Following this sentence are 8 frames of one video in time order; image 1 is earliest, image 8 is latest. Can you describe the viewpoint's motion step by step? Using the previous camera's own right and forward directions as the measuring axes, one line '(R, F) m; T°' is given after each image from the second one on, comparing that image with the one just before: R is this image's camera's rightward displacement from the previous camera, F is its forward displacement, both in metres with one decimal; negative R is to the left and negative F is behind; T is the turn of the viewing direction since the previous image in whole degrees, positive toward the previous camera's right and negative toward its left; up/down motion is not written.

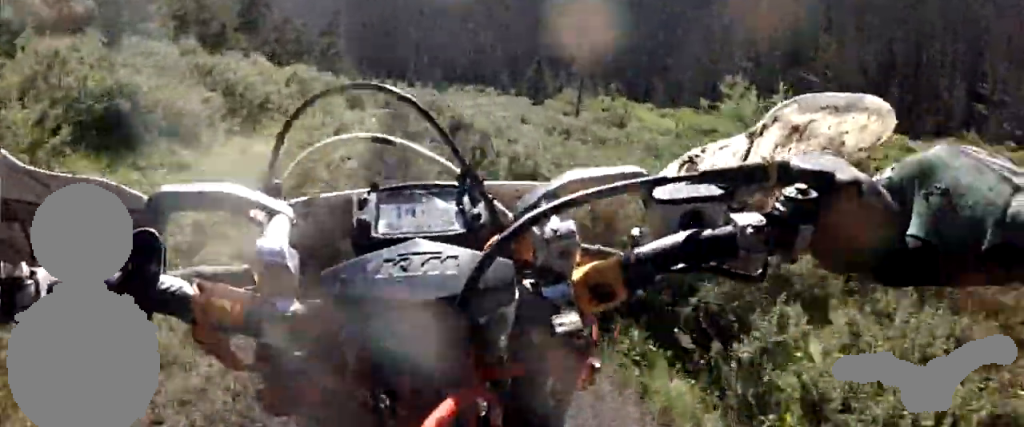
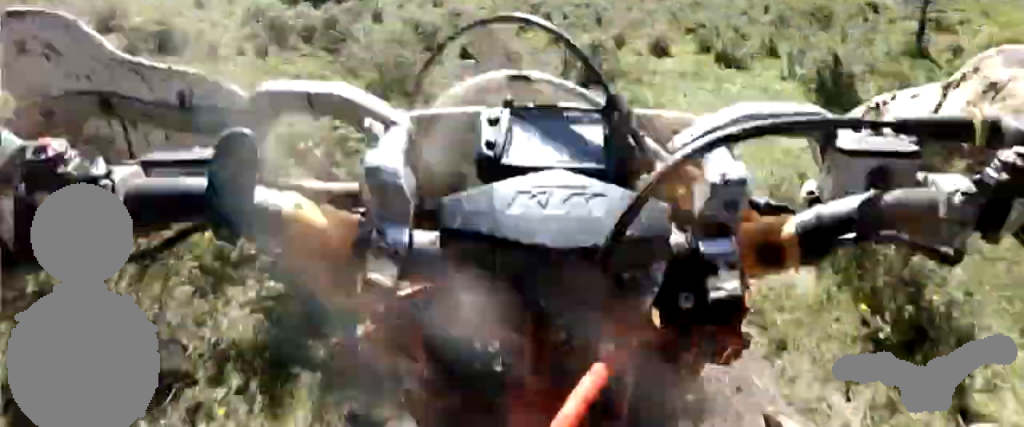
(+0.5, +18.2) m; +2°
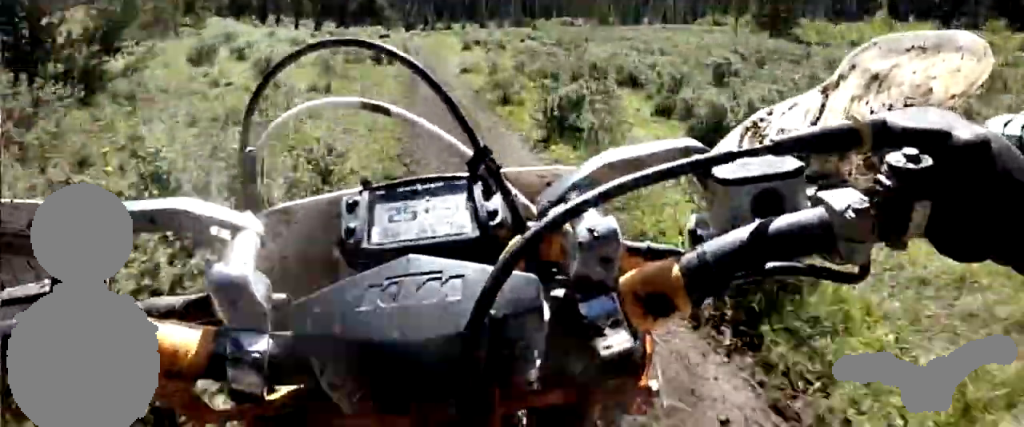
(0.0, +12.3) m; 0°
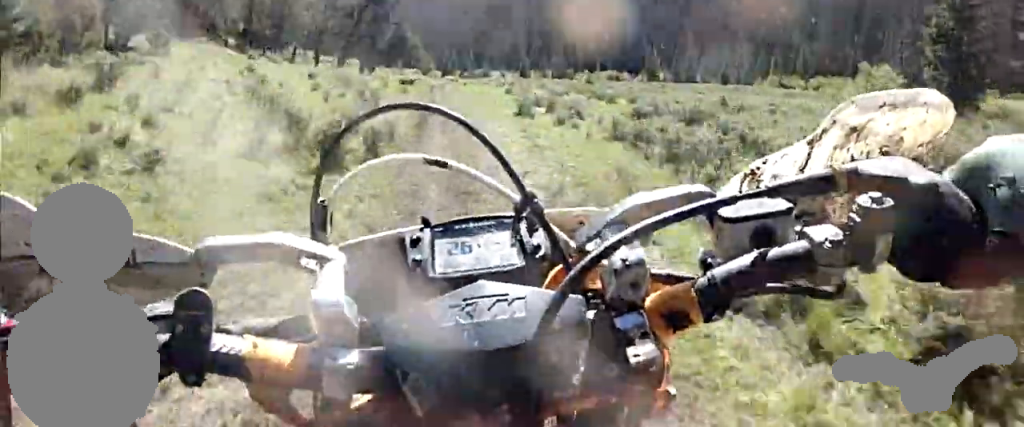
(0.0, +7.9) m; 0°
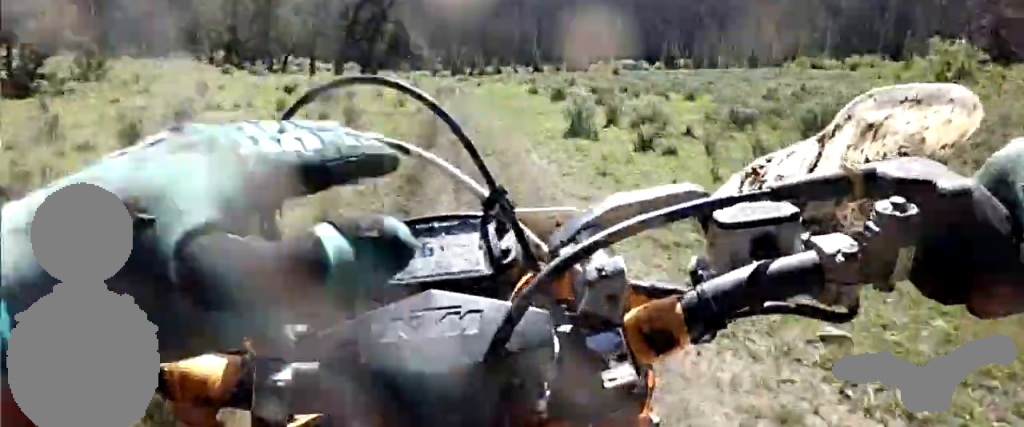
(0.0, +5.1) m; -1°
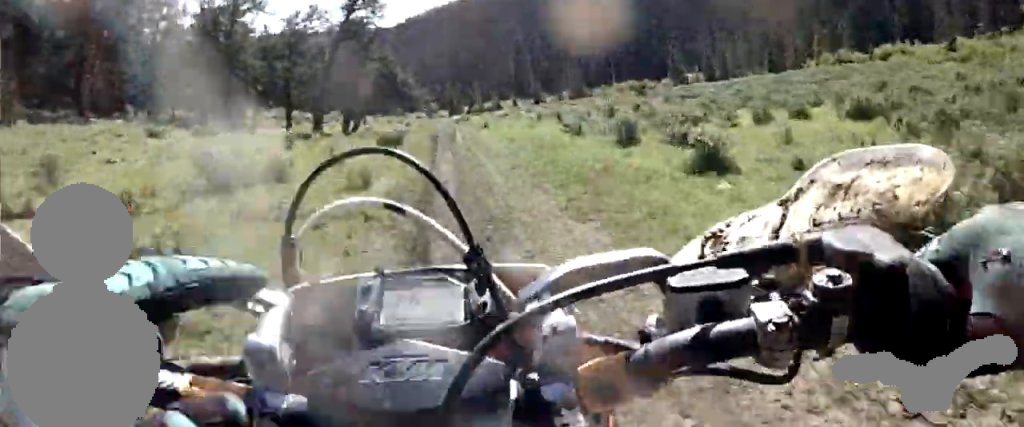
(+0.1, +7.2) m; -2°
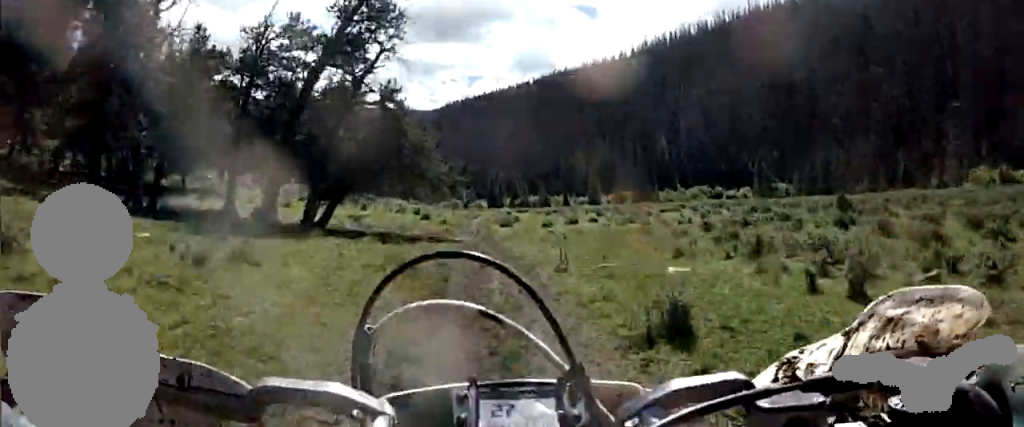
(-0.8, +19.4) m; -3°
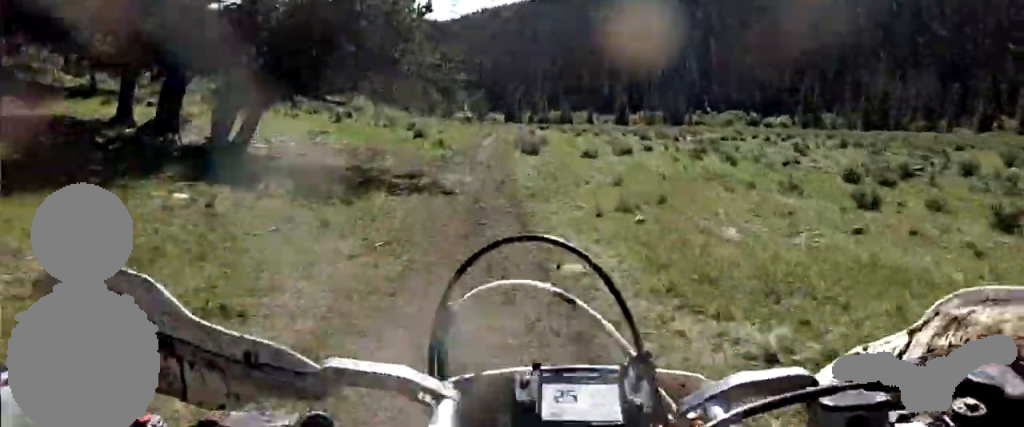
(0.0, +11.0) m; 0°
